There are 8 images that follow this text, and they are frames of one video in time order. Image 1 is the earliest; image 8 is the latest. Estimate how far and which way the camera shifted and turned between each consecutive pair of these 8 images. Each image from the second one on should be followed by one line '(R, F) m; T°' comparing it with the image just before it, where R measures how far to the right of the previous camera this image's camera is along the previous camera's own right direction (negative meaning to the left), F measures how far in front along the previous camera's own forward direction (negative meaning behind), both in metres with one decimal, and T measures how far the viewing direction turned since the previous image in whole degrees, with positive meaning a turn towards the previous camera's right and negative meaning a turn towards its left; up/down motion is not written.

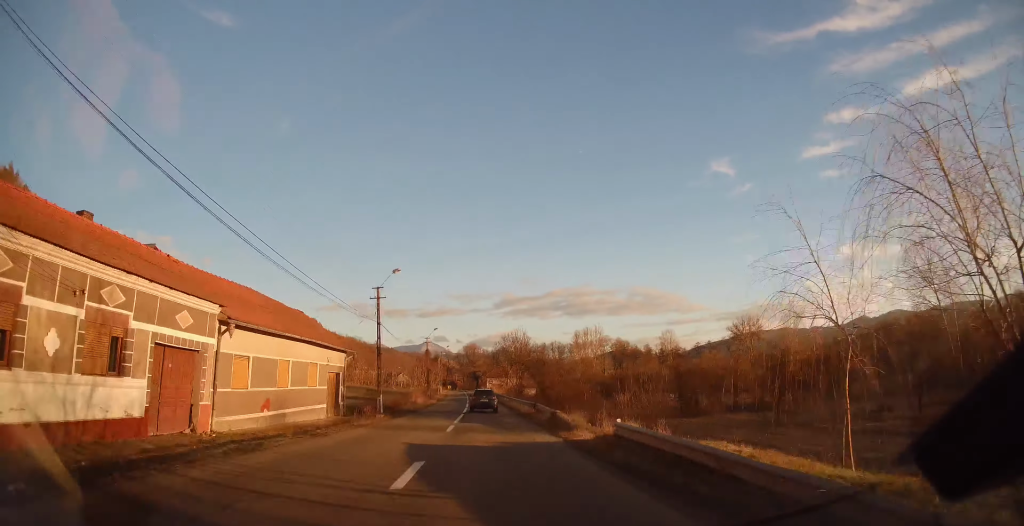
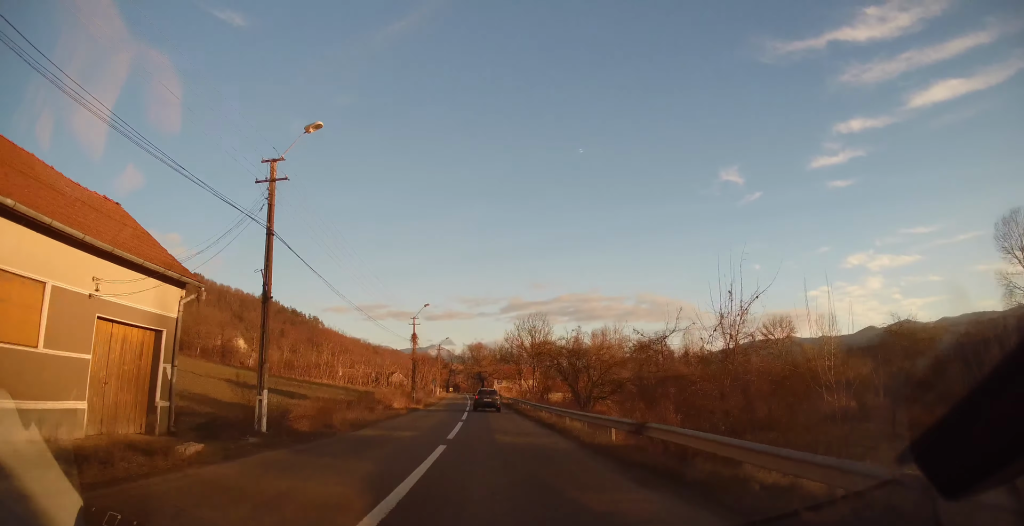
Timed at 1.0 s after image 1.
(-0.5, +20.5) m; -1°
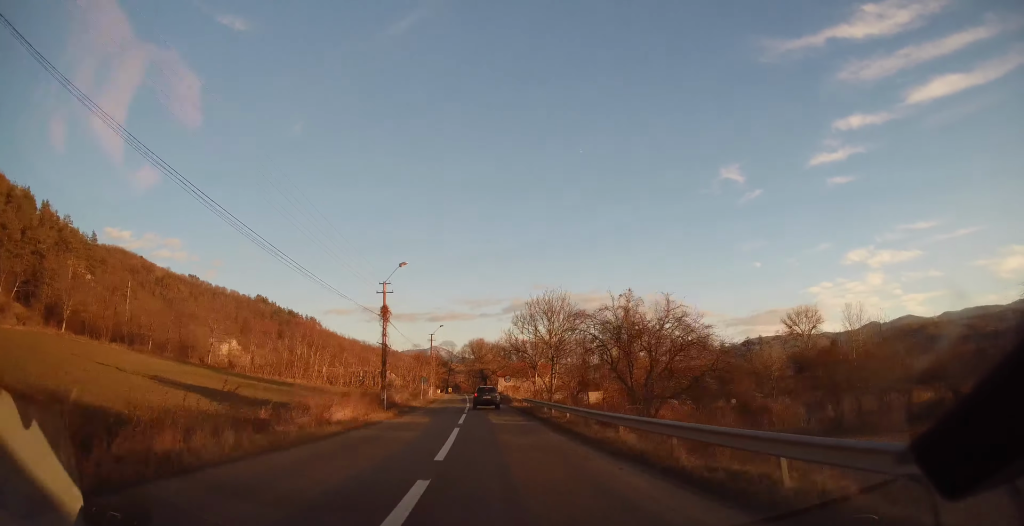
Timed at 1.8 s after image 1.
(+0.3, +17.1) m; -1°
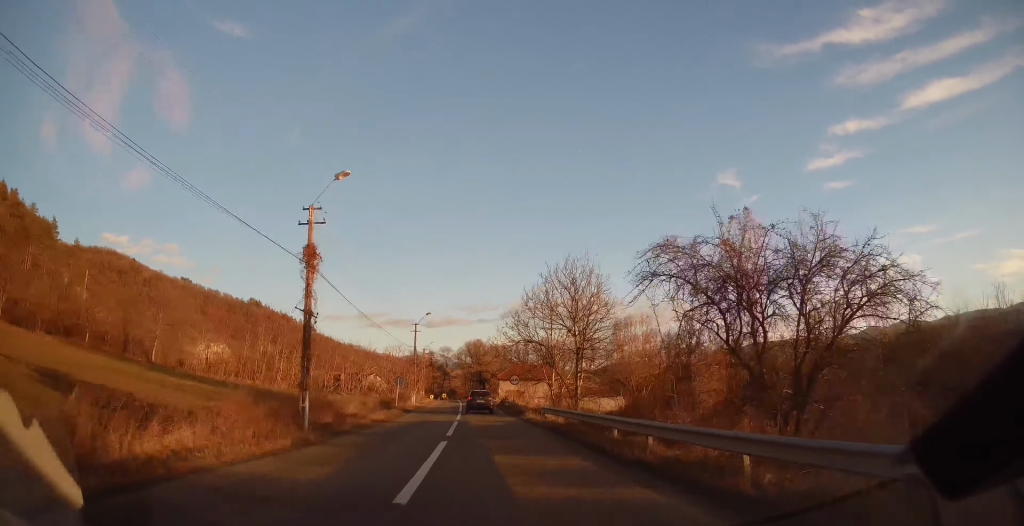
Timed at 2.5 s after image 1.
(-0.5, +15.5) m; -1°
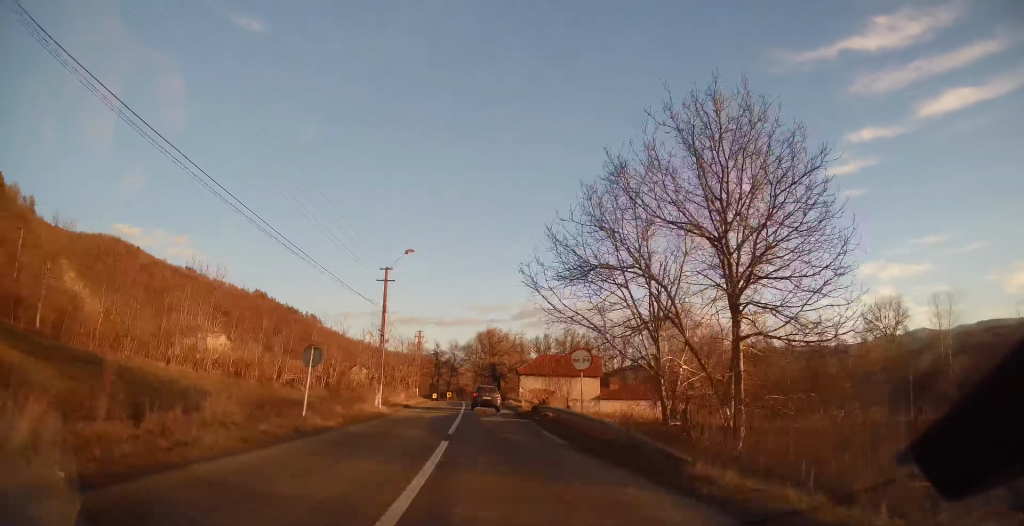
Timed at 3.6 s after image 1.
(+0.1, +23.4) m; 0°
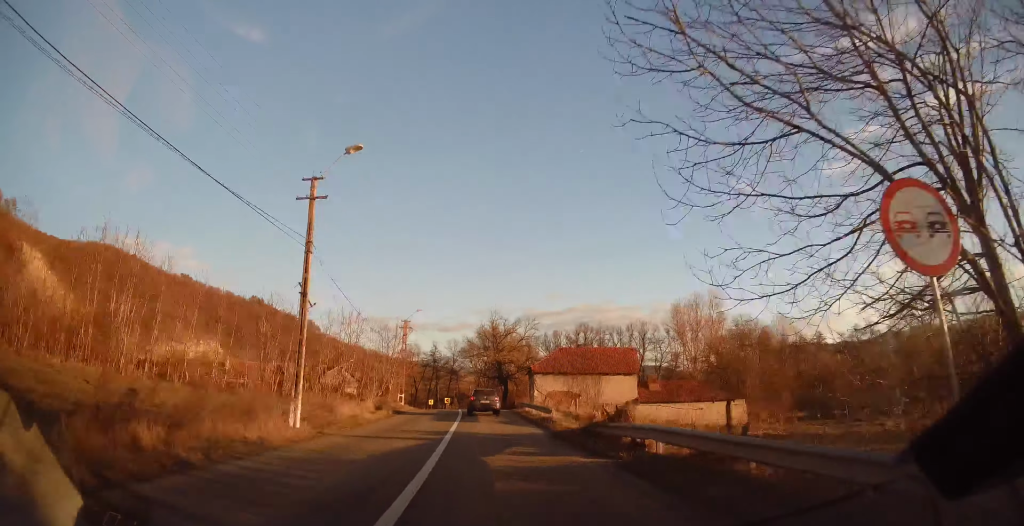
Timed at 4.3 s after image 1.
(0.0, +14.1) m; -1°
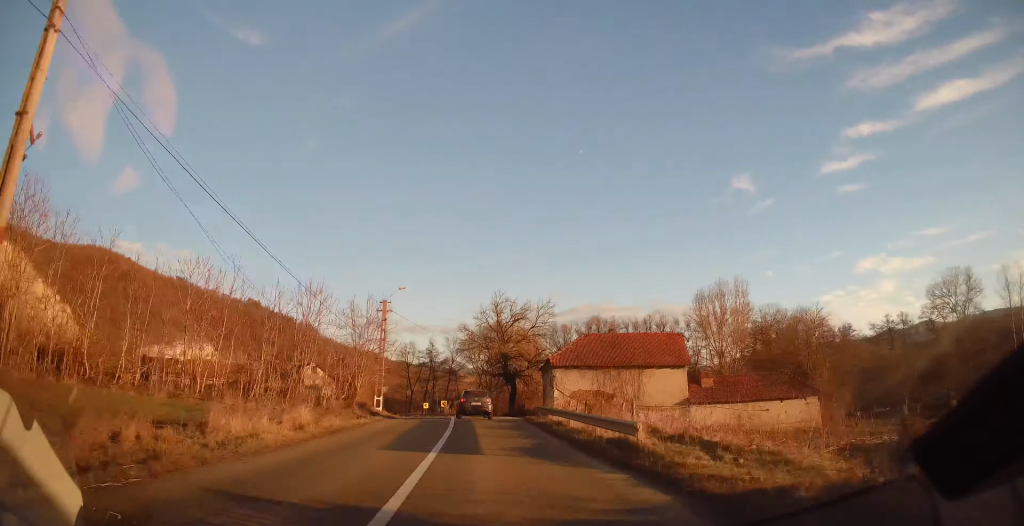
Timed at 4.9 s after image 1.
(0.0, +11.9) m; -1°
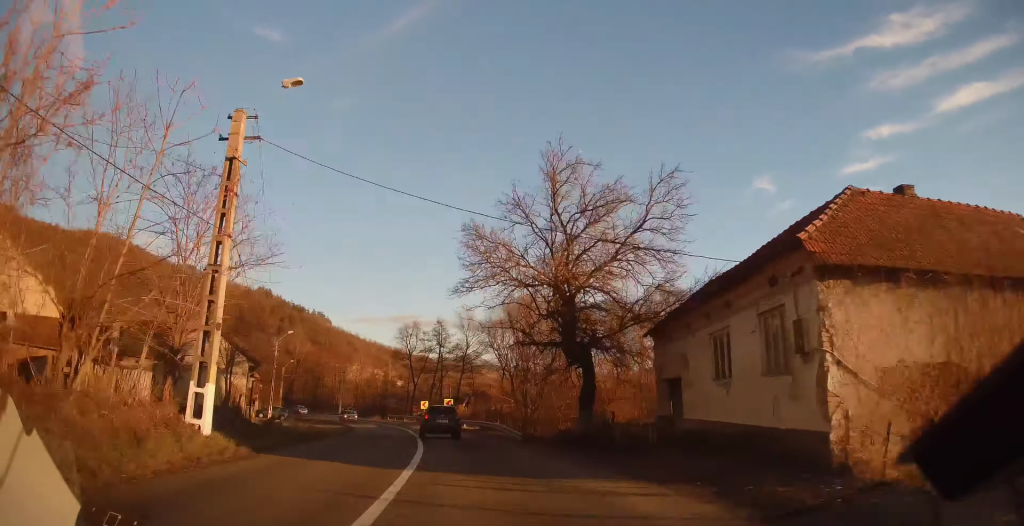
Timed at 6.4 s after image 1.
(-0.6, +28.7) m; -4°
